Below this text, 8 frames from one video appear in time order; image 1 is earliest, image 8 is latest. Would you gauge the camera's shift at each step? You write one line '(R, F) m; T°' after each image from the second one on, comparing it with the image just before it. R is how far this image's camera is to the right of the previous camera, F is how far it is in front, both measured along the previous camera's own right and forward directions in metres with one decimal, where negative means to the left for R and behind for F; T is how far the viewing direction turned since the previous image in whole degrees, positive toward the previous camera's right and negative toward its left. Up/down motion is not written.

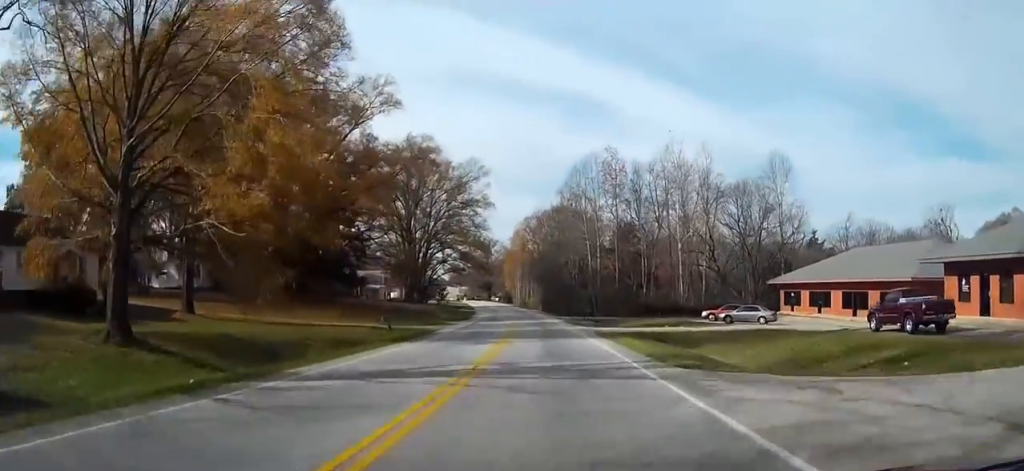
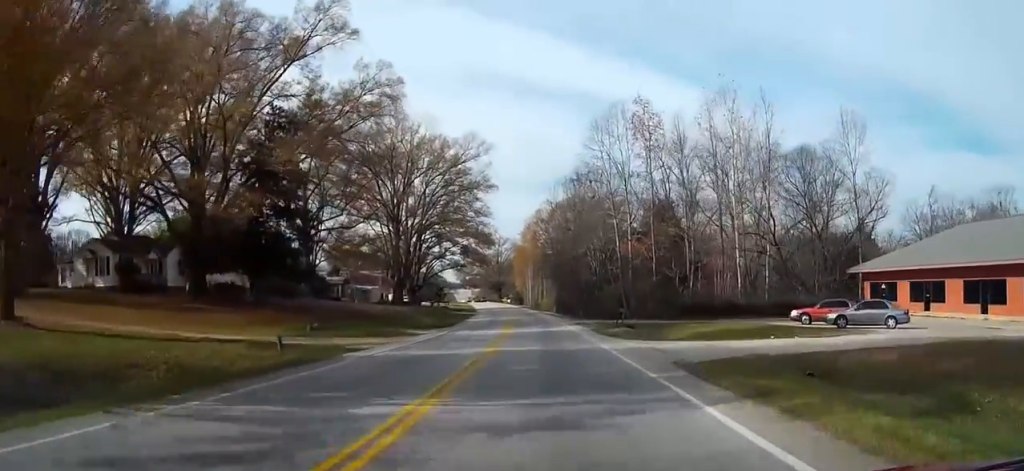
(-0.3, +21.0) m; -2°
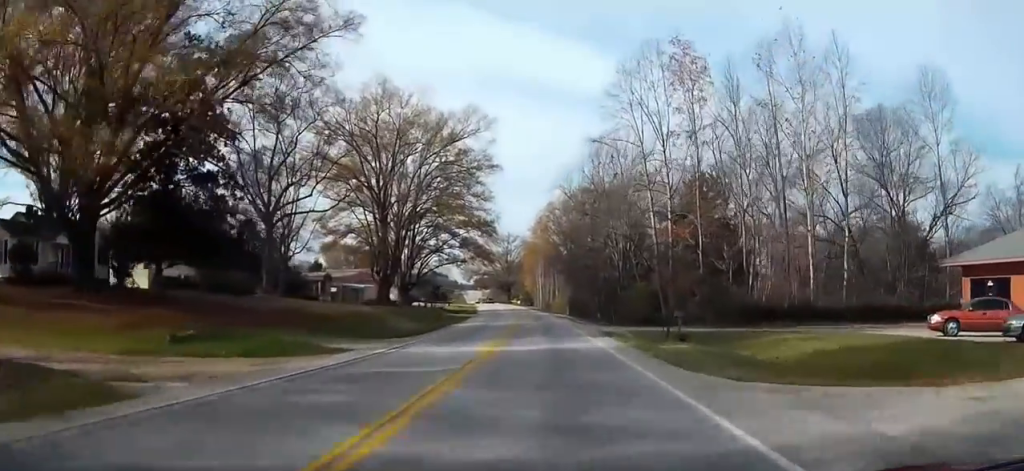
(-0.2, +16.2) m; -1°
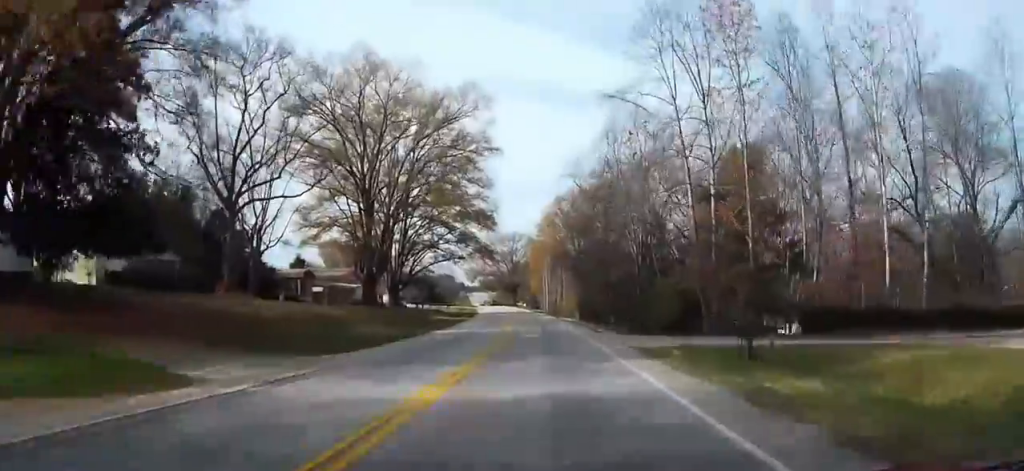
(0.0, +11.2) m; -1°
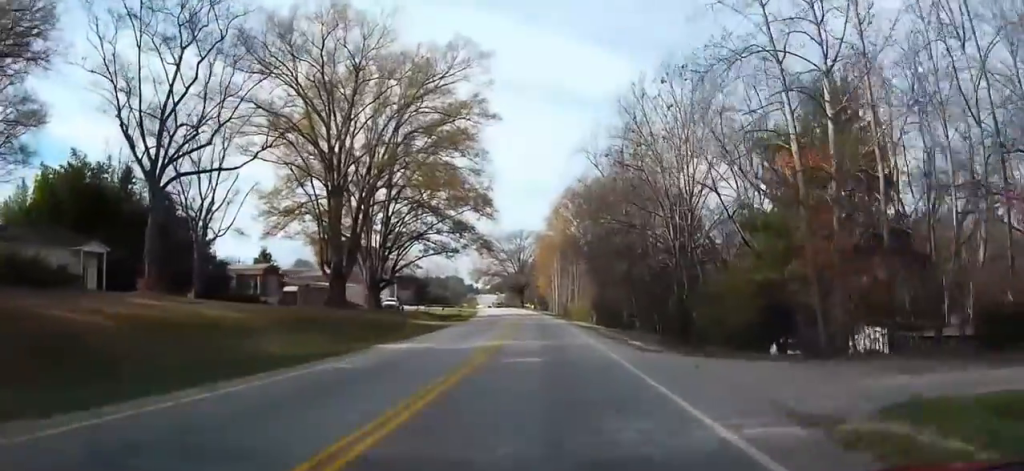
(-0.1, +15.6) m; -1°
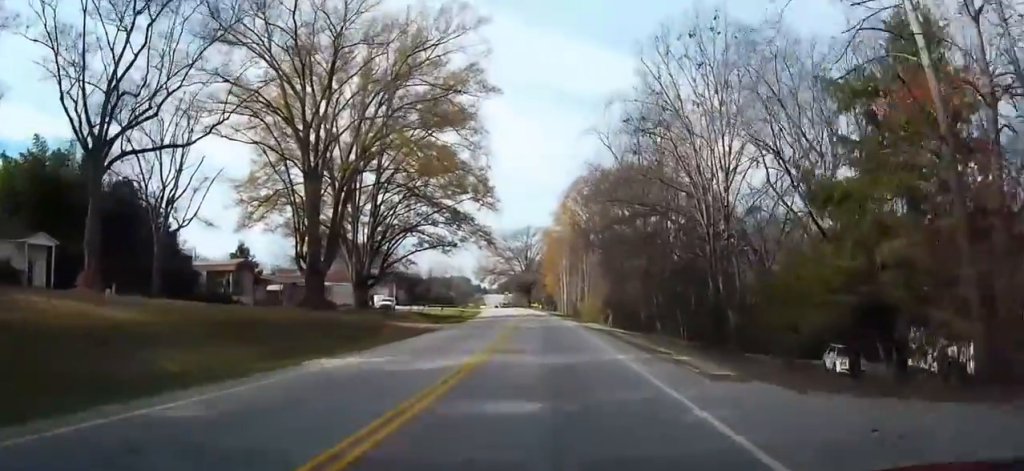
(0.0, +8.7) m; -1°
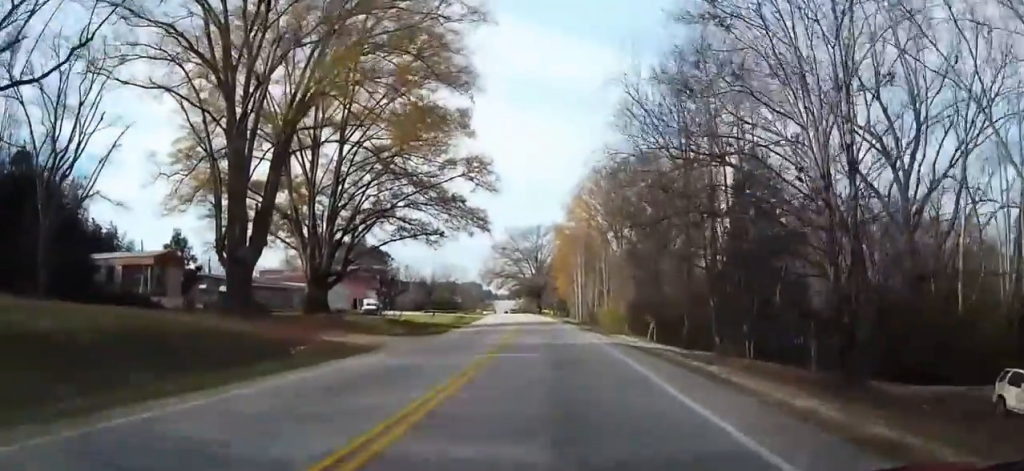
(-0.2, +16.8) m; -1°
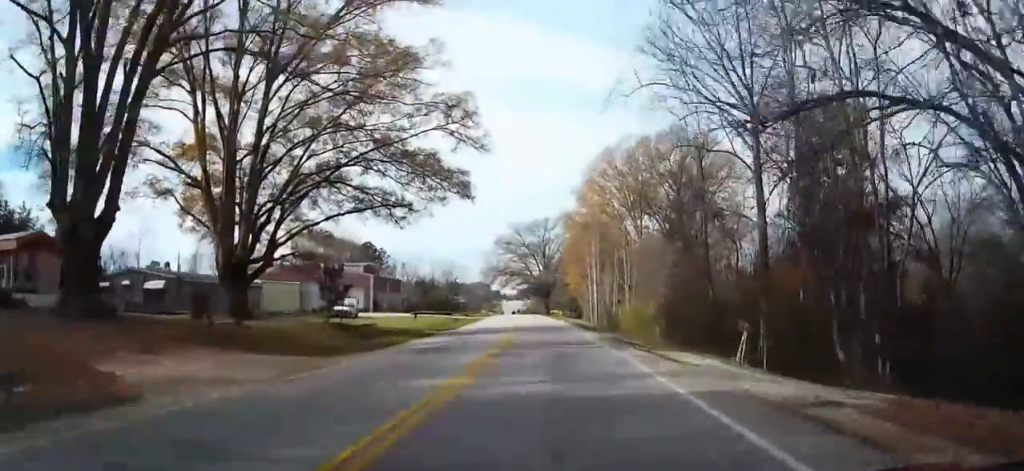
(-0.1, +16.8) m; -1°
